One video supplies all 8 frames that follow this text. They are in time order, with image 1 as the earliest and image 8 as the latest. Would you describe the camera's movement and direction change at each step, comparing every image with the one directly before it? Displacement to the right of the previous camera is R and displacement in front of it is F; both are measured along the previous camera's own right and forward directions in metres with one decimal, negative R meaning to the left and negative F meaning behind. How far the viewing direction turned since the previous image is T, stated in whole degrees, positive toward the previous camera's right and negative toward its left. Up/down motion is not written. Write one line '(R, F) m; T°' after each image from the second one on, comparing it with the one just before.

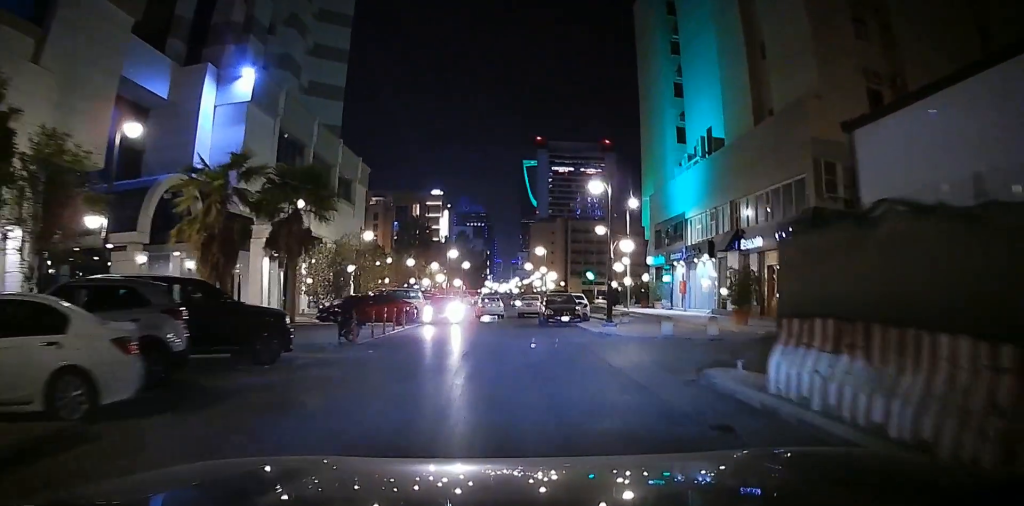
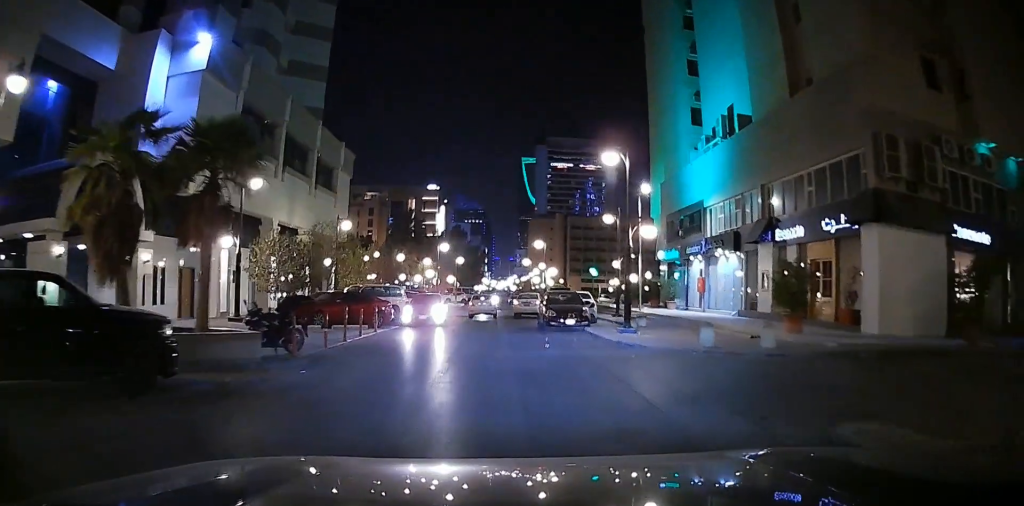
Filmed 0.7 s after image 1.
(-0.1, +4.2) m; -5°
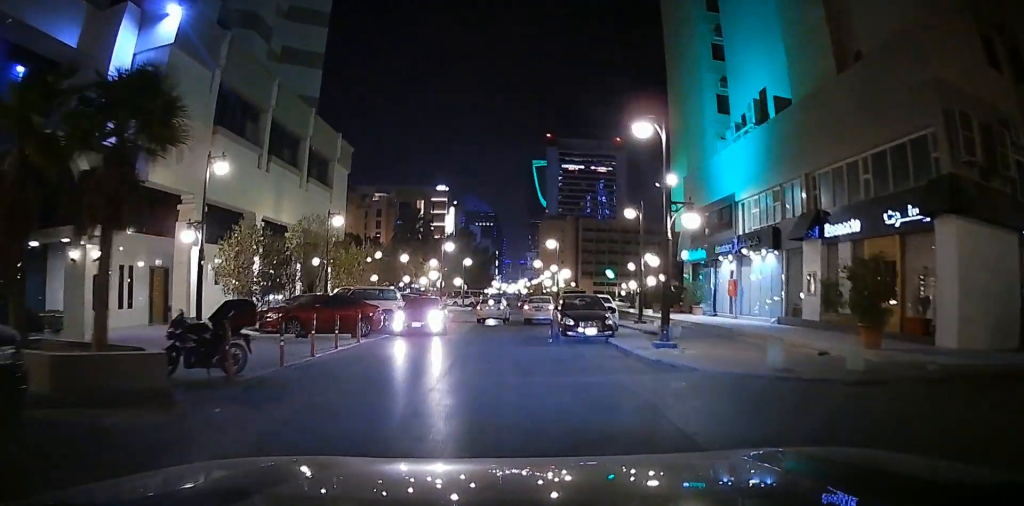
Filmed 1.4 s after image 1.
(-0.3, +3.8) m; +2°
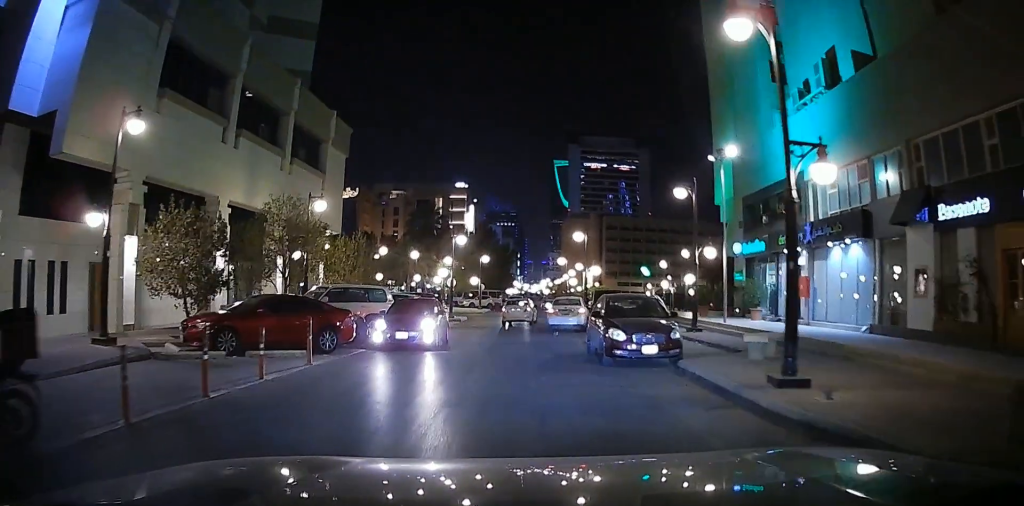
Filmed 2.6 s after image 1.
(+0.2, +6.8) m; +3°
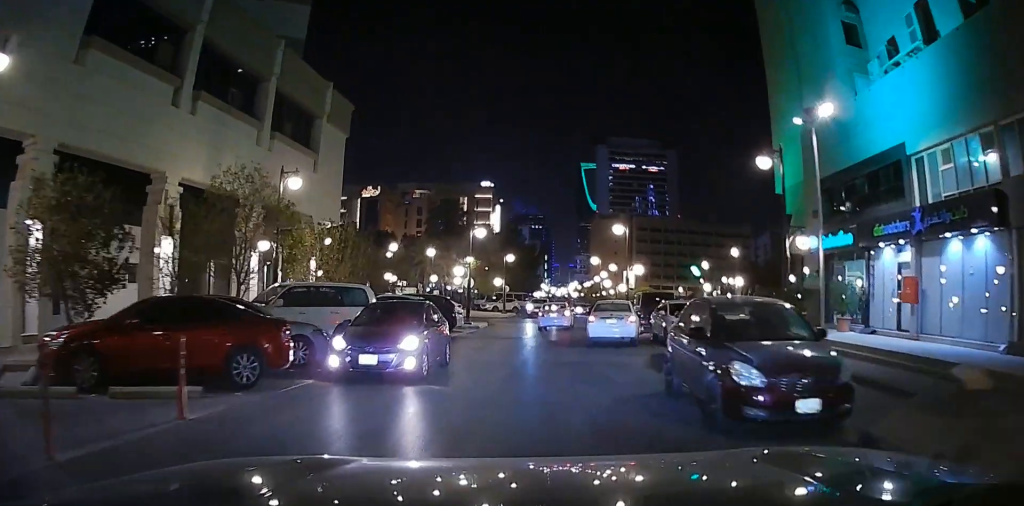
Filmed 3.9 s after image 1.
(+0.2, +7.4) m; -2°
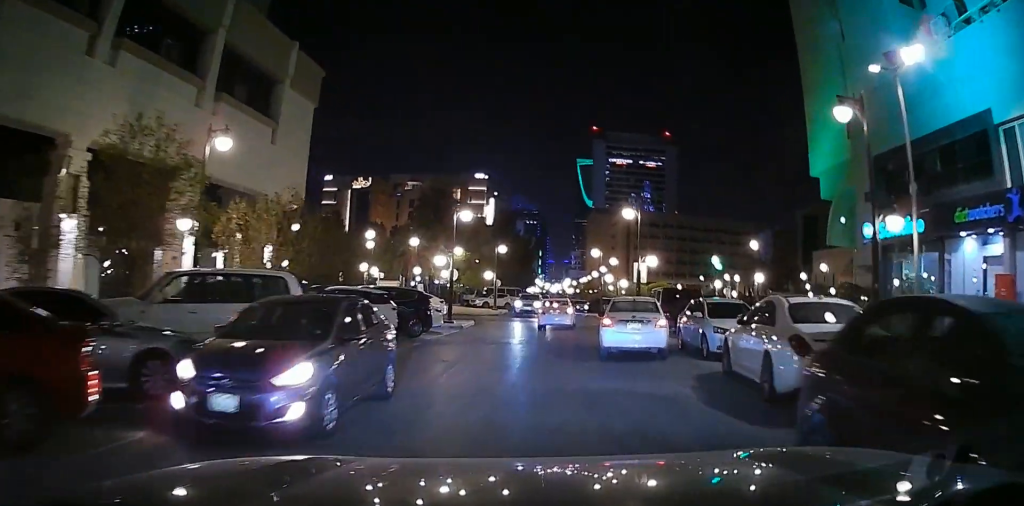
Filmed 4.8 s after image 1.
(-0.5, +4.7) m; -2°
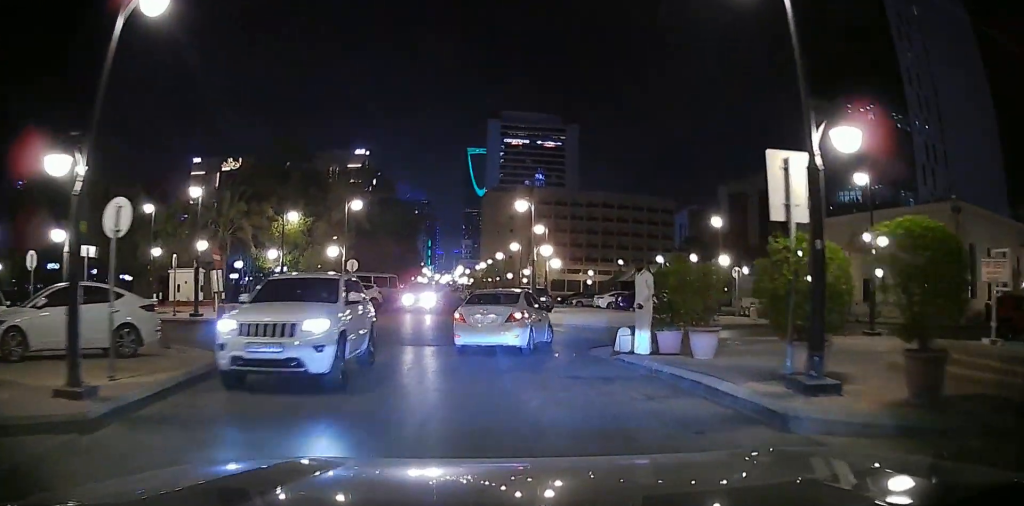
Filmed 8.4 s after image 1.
(+3.5, +22.2) m; +5°
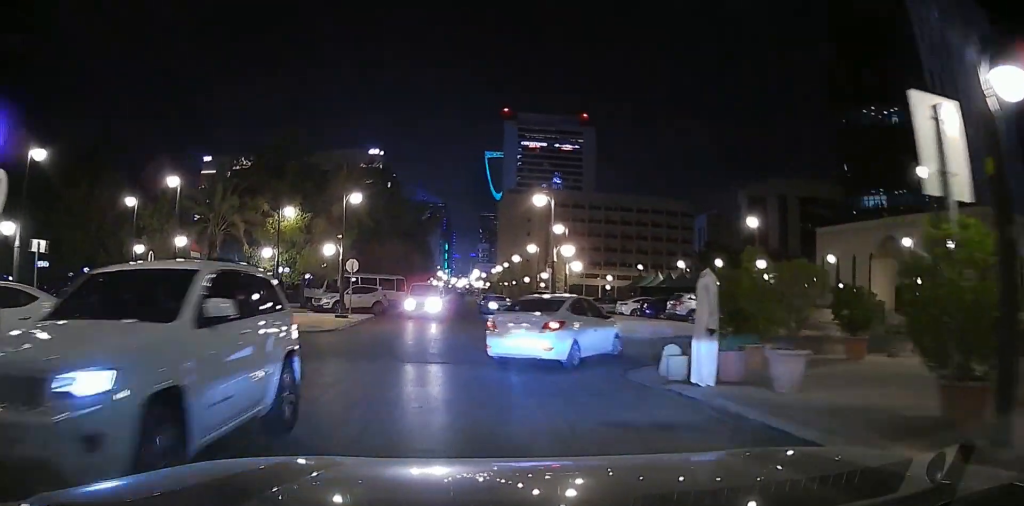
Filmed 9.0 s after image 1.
(-0.2, +3.6) m; -2°
